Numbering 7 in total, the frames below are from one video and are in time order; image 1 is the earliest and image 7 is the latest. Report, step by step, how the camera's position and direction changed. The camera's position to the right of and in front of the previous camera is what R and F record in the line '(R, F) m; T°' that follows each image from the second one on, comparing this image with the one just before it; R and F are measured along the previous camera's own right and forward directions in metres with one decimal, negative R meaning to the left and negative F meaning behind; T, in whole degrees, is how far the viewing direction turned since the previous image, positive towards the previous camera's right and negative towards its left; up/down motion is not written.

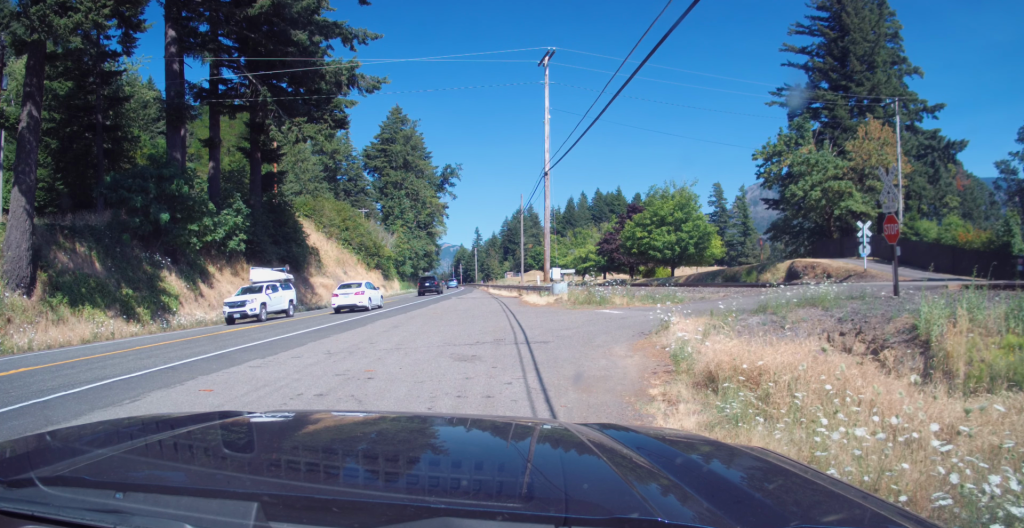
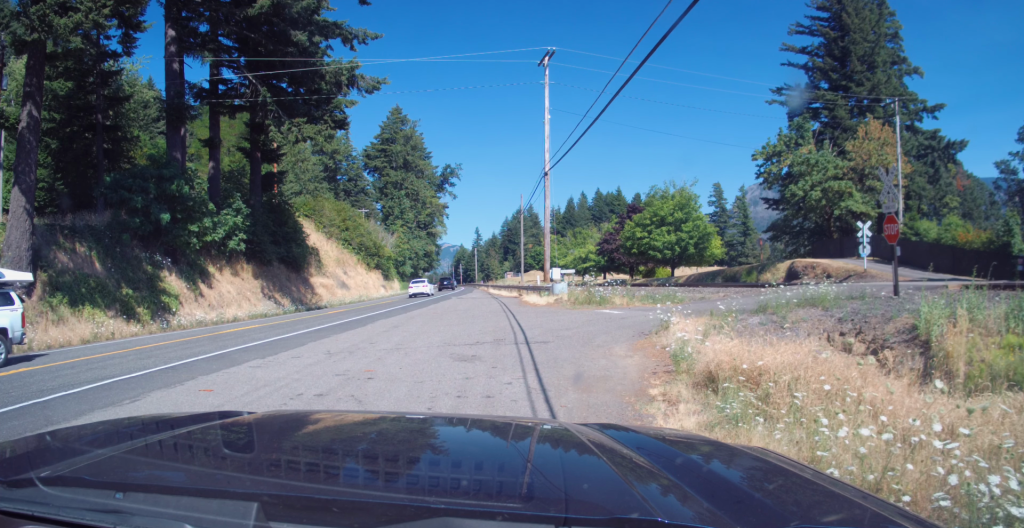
(0.0, 0.0) m; 0°
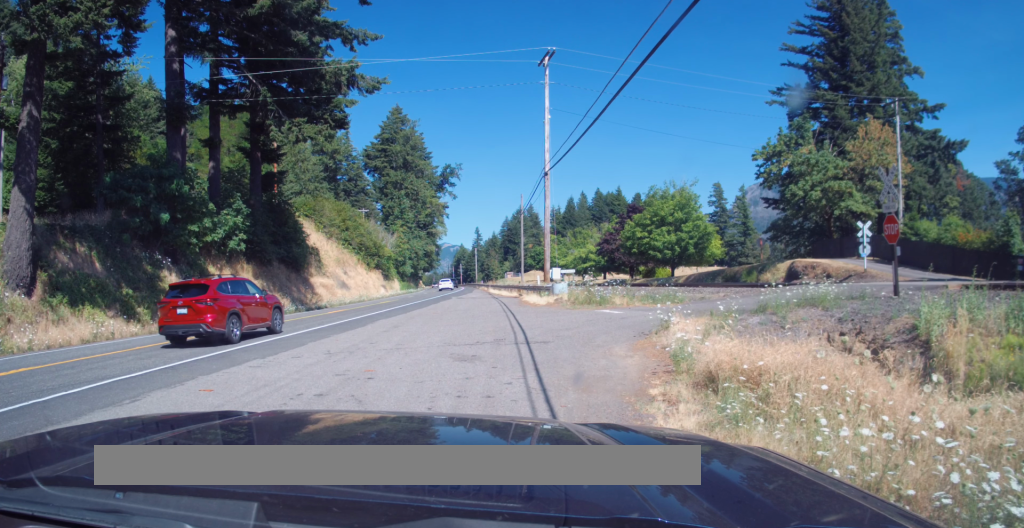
(0.0, 0.0) m; 0°
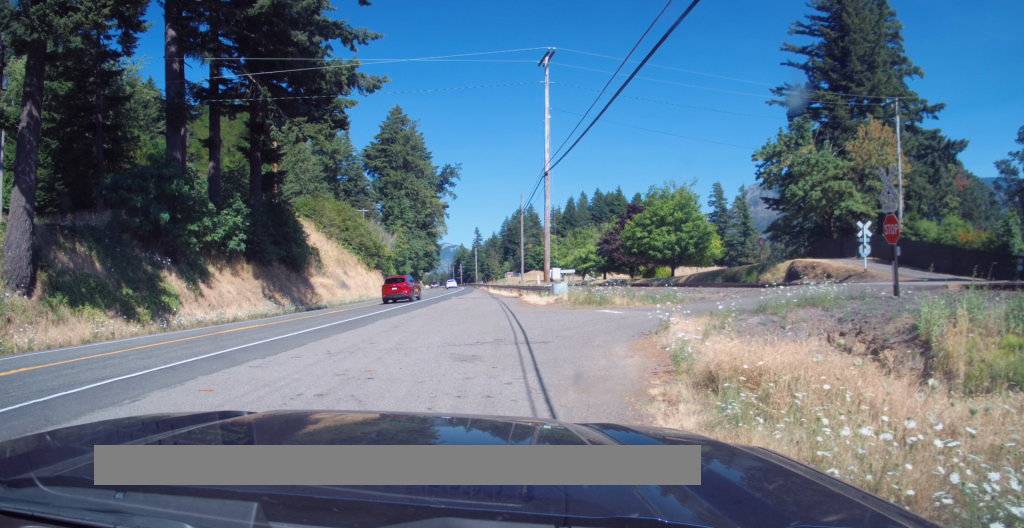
(0.0, 0.0) m; 0°
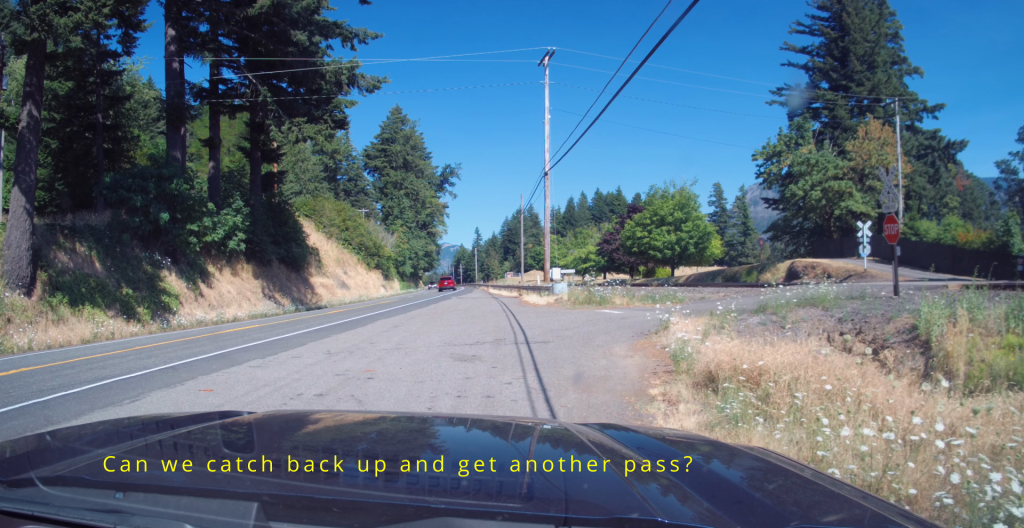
(0.0, 0.0) m; 0°
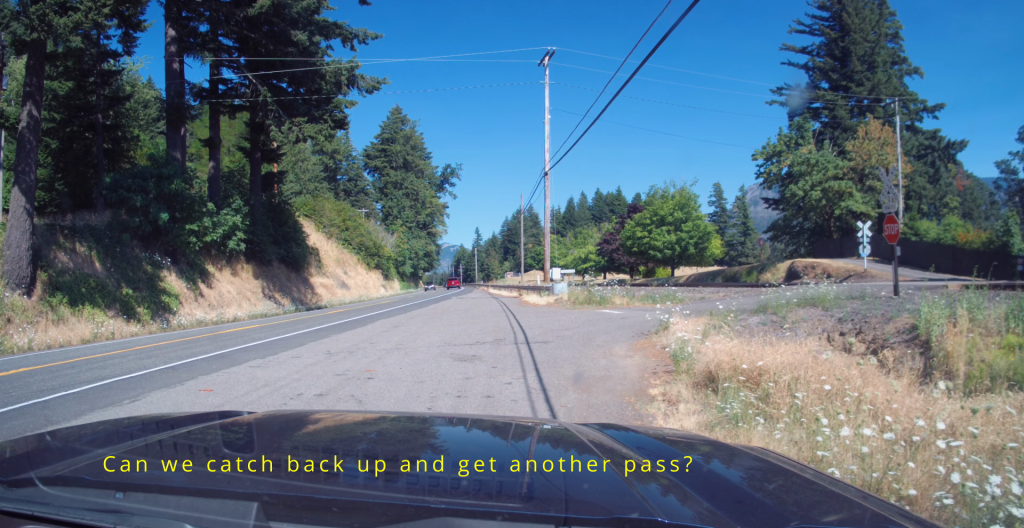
(0.0, 0.0) m; 0°
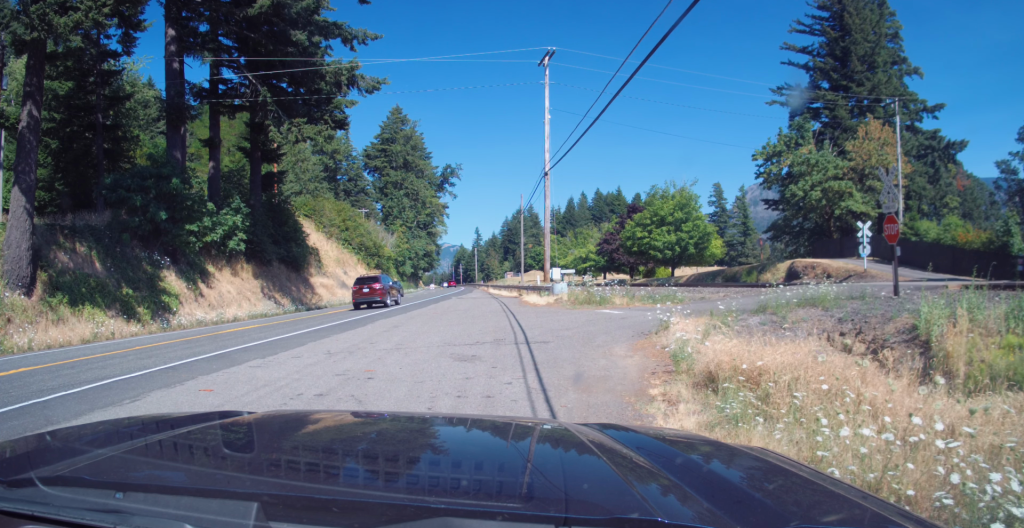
(0.0, 0.0) m; 0°
